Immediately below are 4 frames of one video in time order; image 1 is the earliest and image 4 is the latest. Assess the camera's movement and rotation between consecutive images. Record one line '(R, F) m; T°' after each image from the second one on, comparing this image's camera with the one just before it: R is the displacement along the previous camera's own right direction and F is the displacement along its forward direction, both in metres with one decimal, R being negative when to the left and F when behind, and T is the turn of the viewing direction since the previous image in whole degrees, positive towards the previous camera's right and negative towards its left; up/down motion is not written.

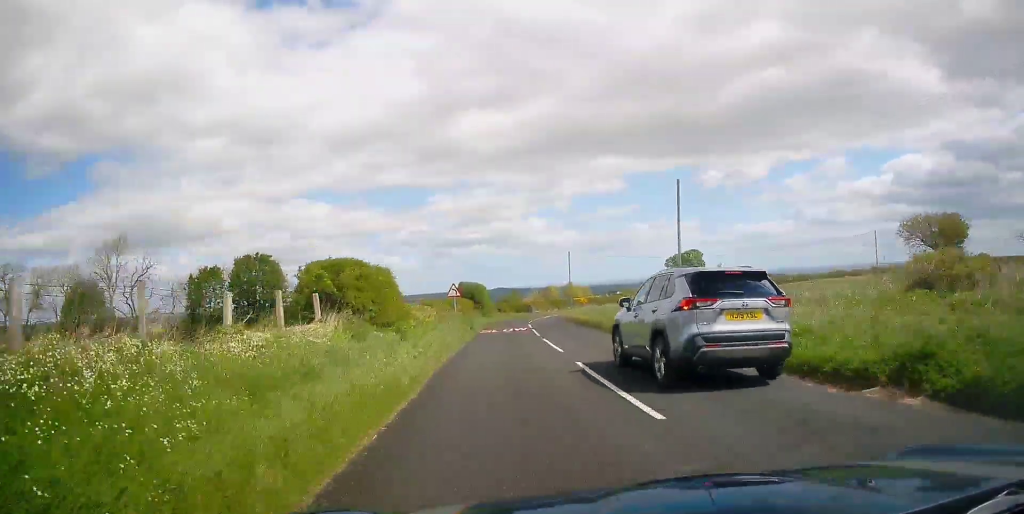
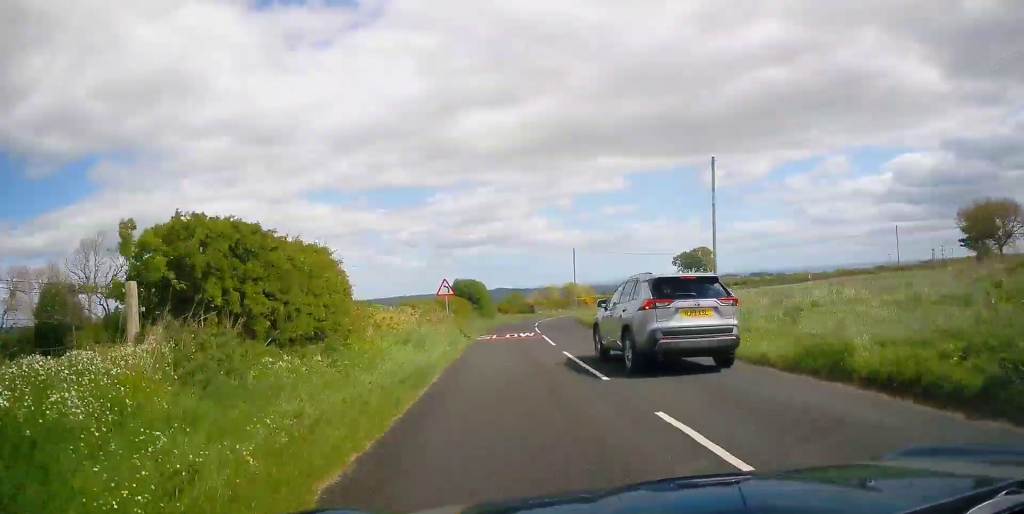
(-0.1, +5.9) m; 0°
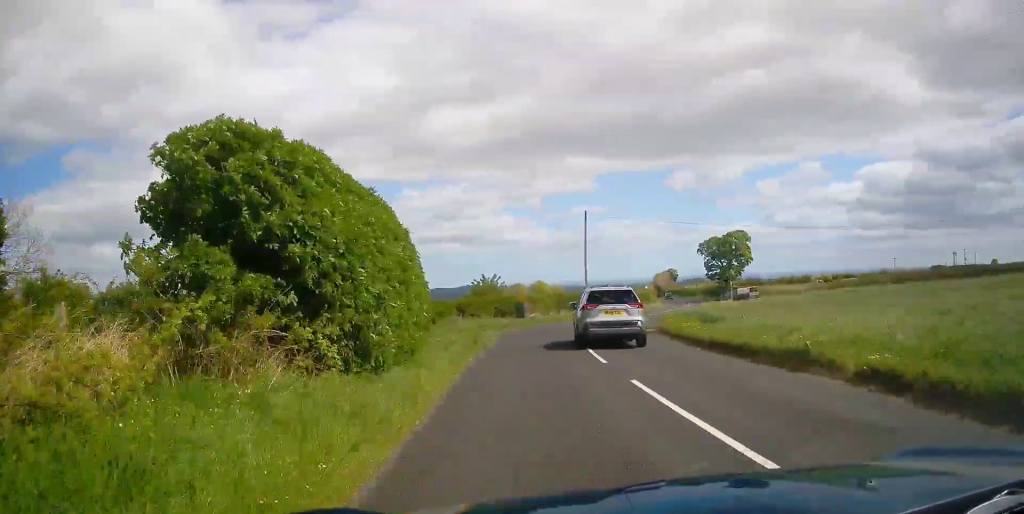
(+1.3, +34.4) m; +2°
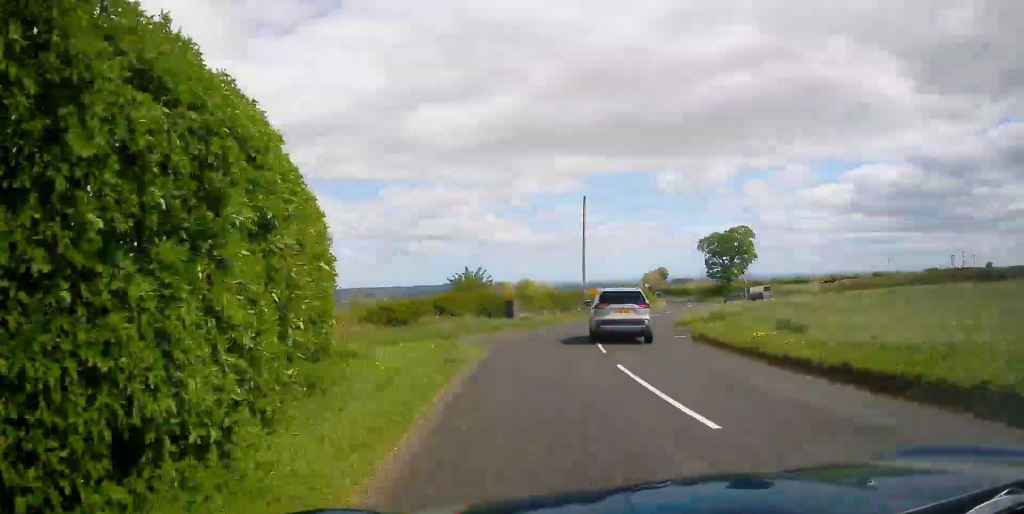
(0.0, +7.1) m; +1°
